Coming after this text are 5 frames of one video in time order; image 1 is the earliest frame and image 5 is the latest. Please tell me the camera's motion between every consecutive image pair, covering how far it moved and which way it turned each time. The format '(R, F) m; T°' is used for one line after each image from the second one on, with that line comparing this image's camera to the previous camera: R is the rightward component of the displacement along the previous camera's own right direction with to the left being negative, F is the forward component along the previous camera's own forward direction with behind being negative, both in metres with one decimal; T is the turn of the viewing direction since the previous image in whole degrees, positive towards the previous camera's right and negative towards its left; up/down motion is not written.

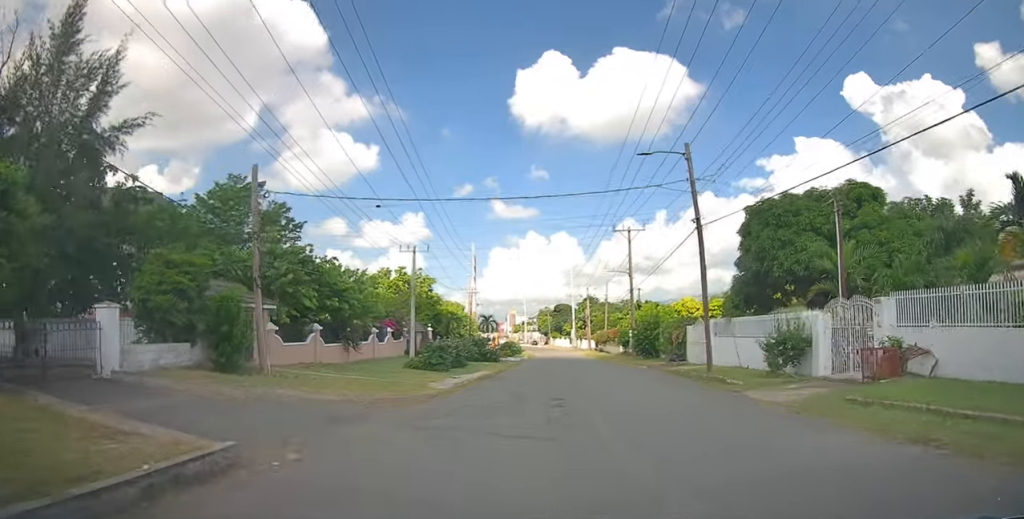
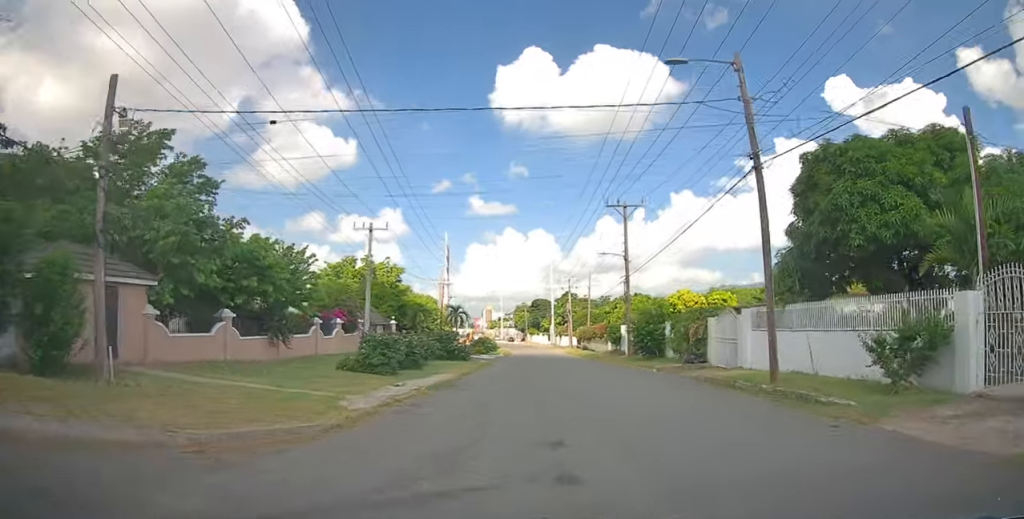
(-0.1, +6.9) m; +1°
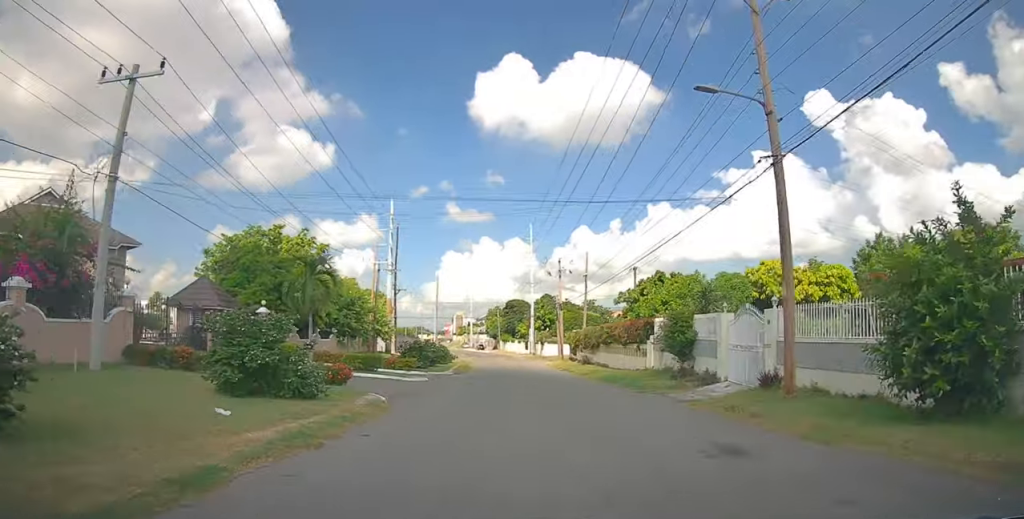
(+0.4, +24.2) m; +1°
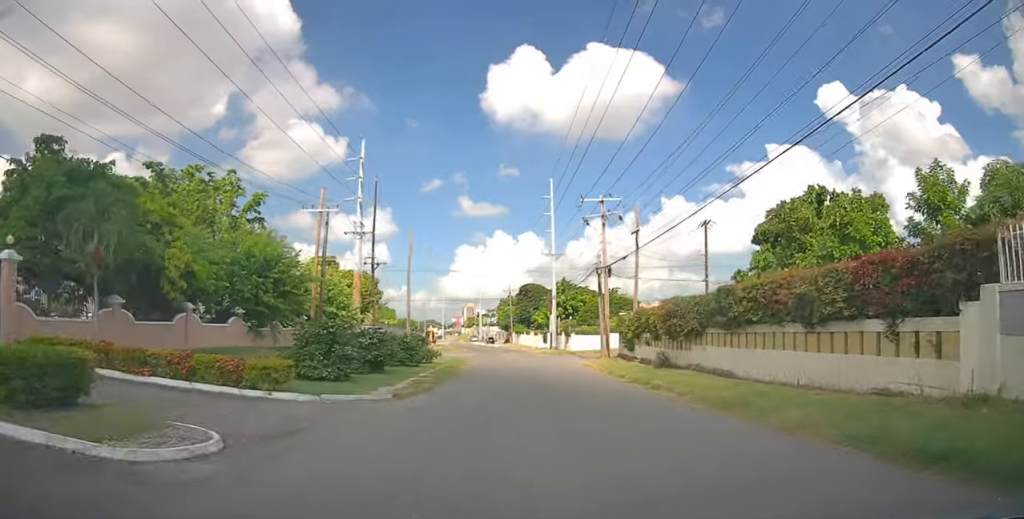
(+0.2, +19.2) m; 0°
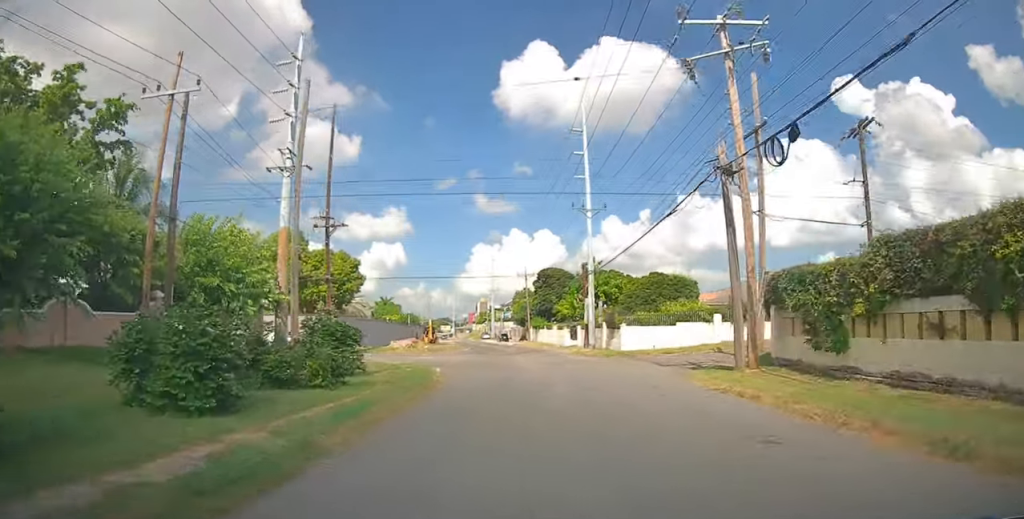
(-0.5, +18.7) m; -1°
